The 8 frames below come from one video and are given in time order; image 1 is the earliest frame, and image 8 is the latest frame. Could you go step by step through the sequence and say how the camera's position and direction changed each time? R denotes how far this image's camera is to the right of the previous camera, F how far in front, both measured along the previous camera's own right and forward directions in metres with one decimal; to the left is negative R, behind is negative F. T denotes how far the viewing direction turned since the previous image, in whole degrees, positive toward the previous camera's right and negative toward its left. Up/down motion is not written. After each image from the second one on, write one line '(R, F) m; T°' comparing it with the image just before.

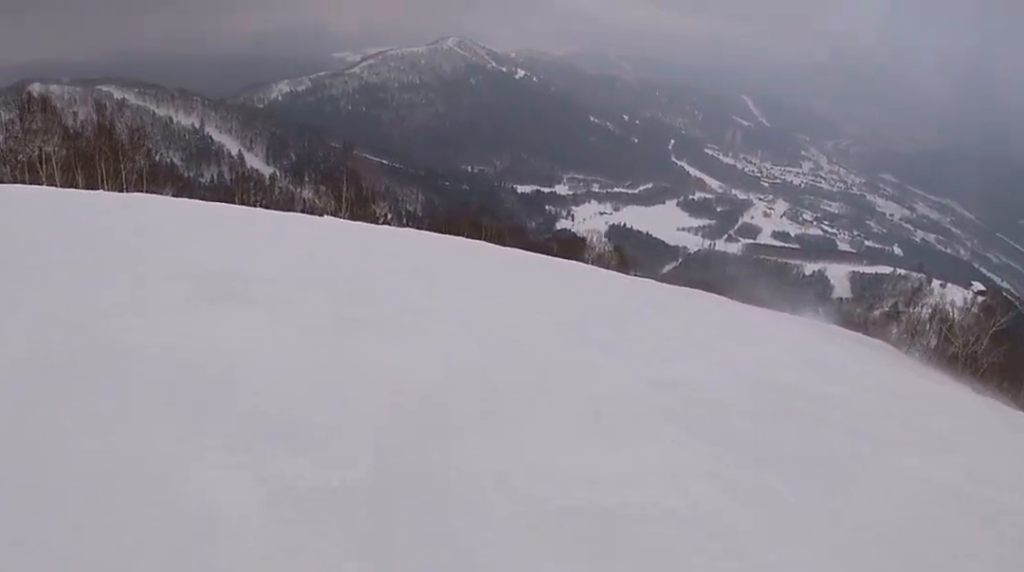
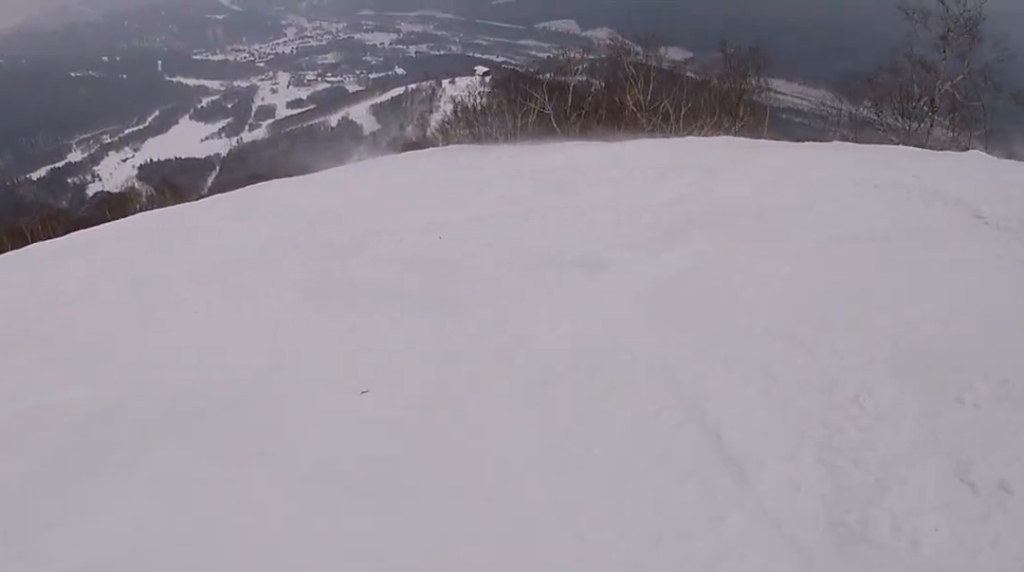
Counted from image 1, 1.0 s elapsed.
(+1.2, +4.5) m; +23°
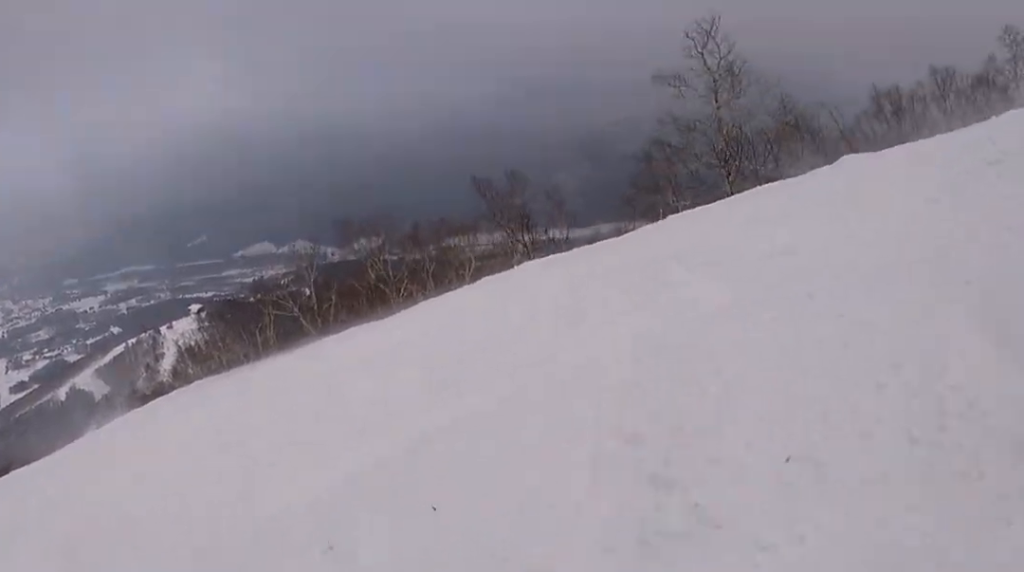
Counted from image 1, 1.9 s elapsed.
(+0.5, +4.0) m; +13°
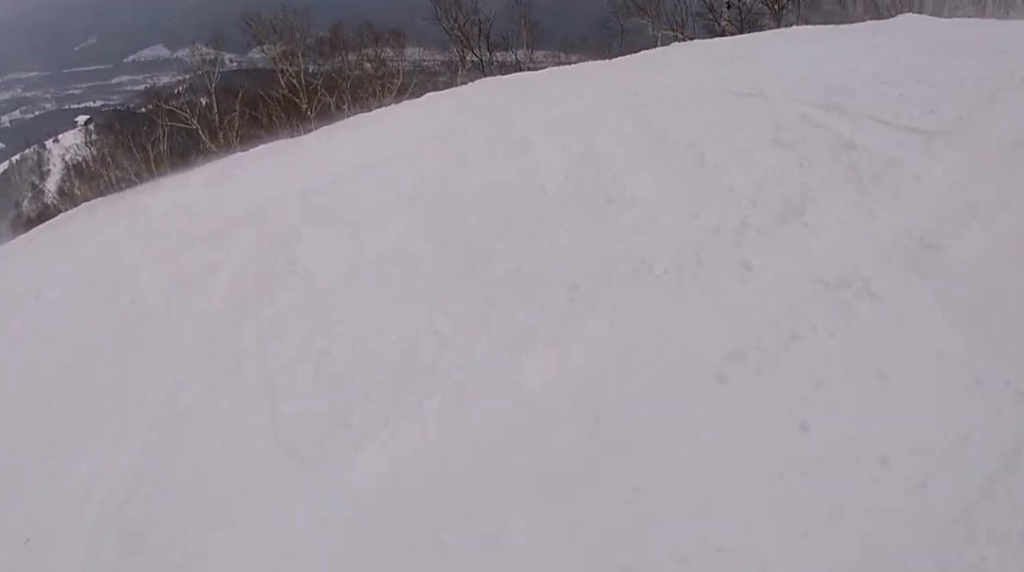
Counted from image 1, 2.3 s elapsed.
(-0.2, +2.1) m; +6°
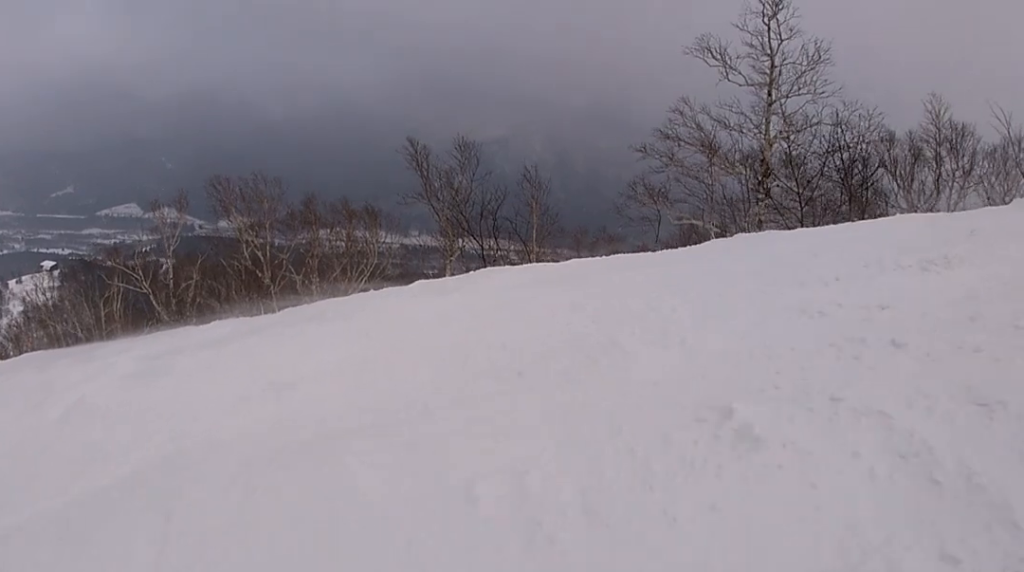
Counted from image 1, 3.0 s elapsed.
(+0.5, +2.6) m; 0°
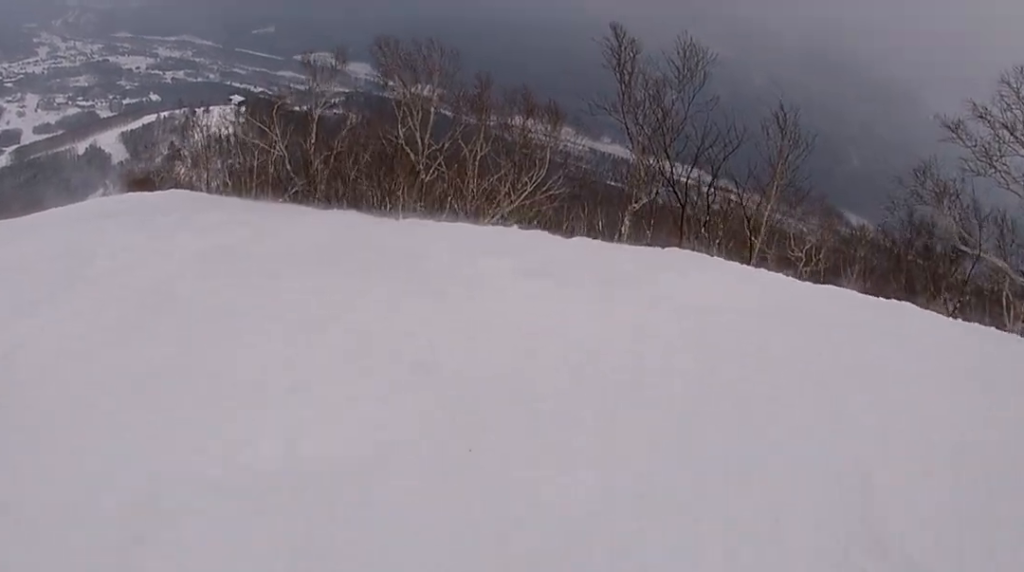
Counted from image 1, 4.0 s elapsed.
(-0.2, +3.5) m; -23°
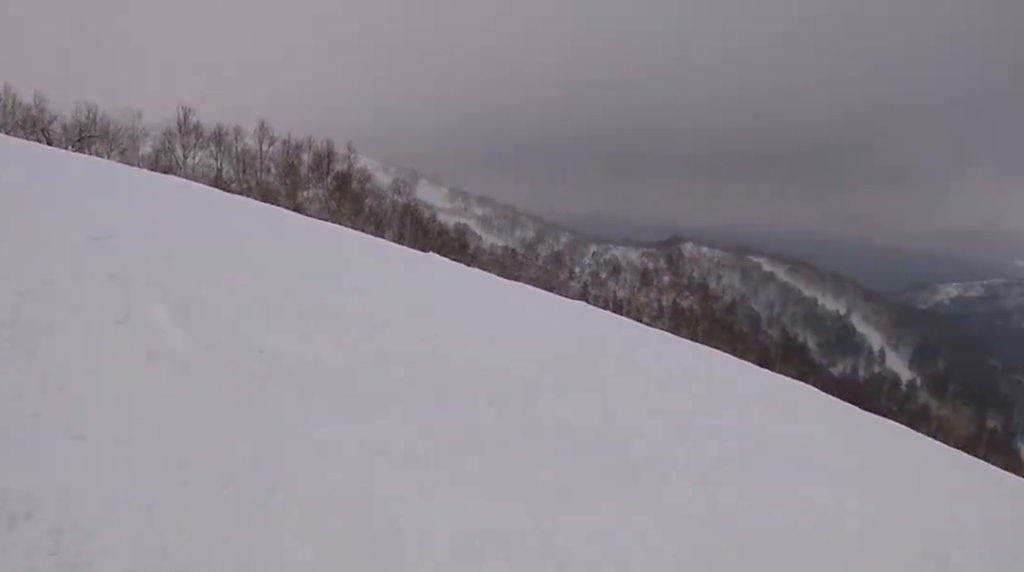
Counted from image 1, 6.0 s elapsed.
(-4.0, +5.5) m; -66°
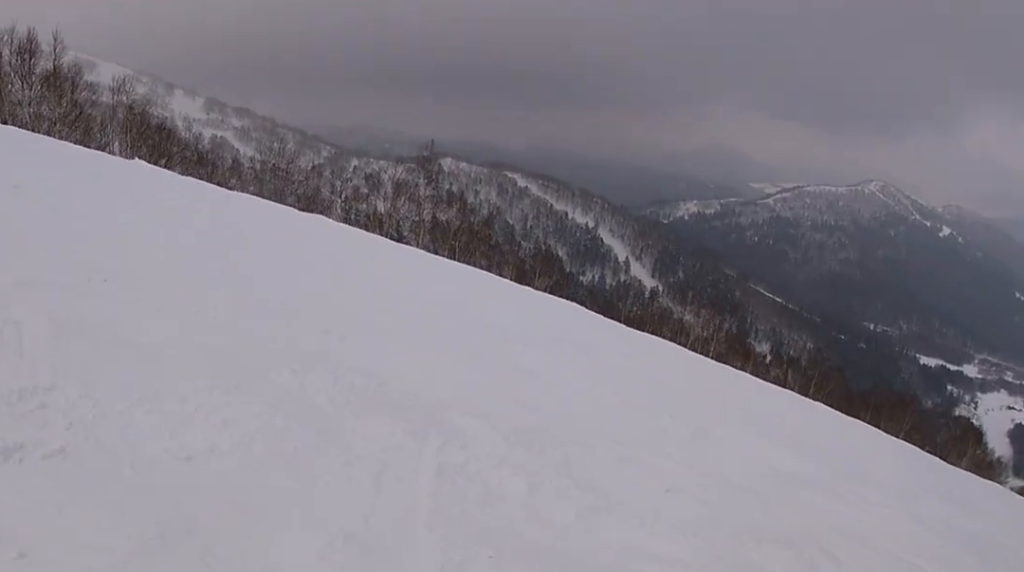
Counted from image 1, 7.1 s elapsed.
(-0.9, +3.1) m; -23°
